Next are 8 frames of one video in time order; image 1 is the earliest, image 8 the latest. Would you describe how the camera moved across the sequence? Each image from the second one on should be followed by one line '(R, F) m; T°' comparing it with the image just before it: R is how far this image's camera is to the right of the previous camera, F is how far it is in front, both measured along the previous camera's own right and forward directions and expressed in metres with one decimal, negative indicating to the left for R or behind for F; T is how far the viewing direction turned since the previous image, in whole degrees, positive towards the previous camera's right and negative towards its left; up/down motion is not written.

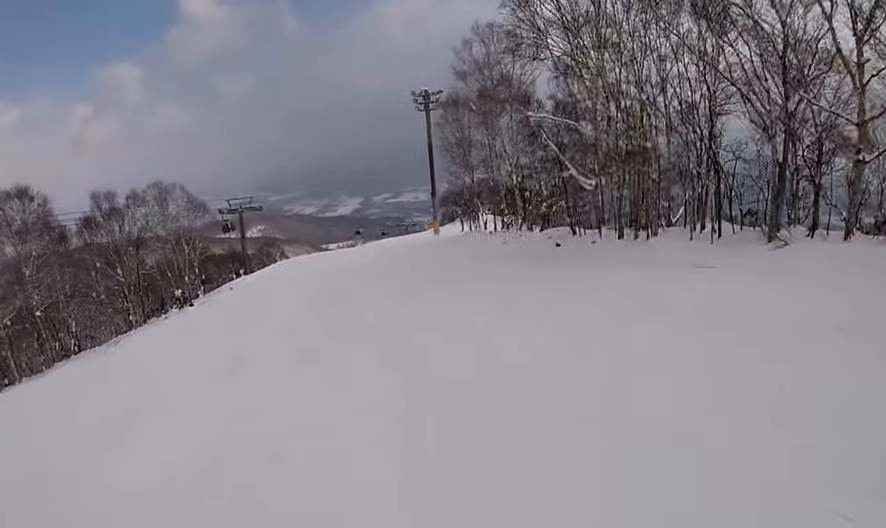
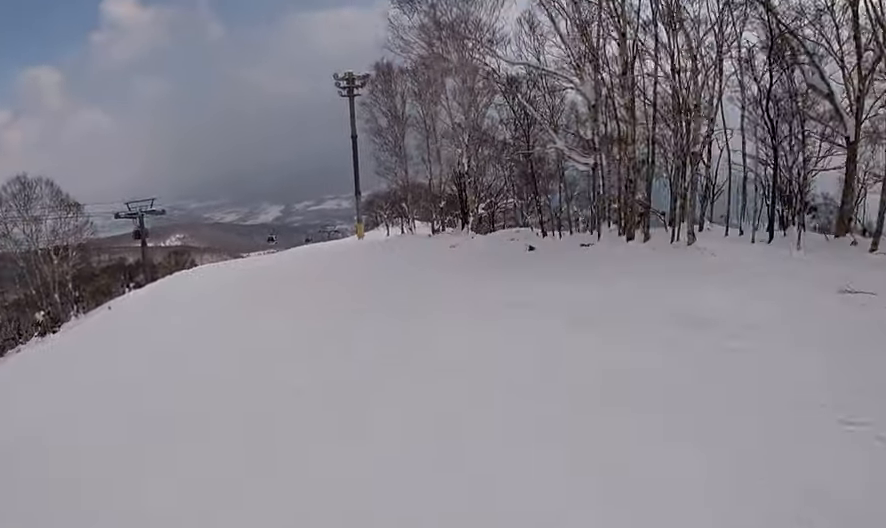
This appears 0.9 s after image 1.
(+0.3, +8.0) m; -4°
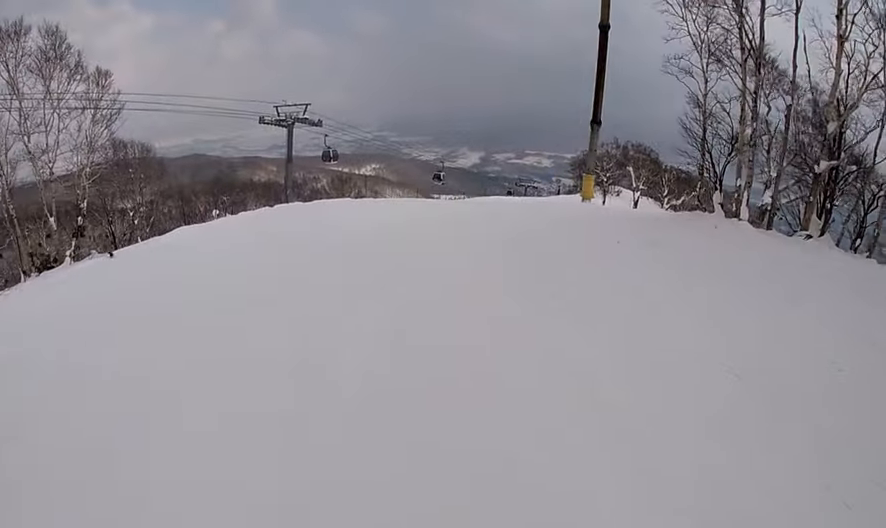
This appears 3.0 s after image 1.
(-5.4, +17.9) m; -23°
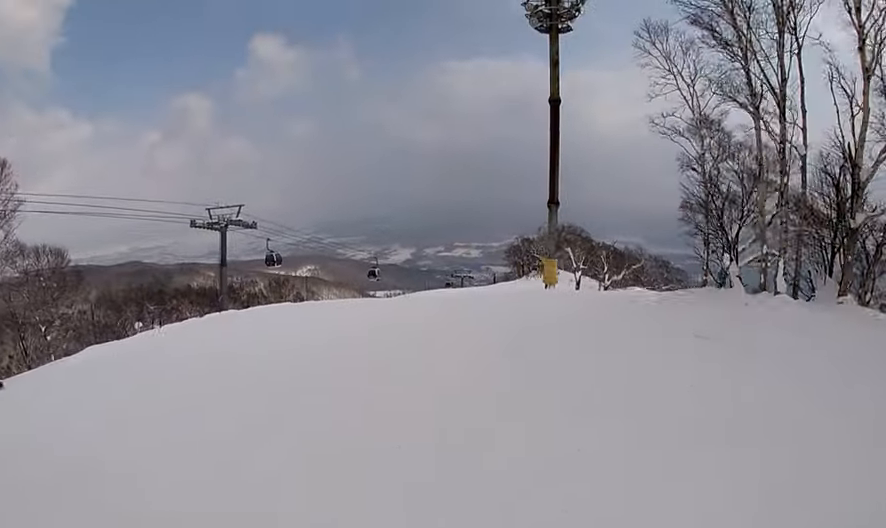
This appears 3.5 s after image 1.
(+0.1, +3.8) m; +5°
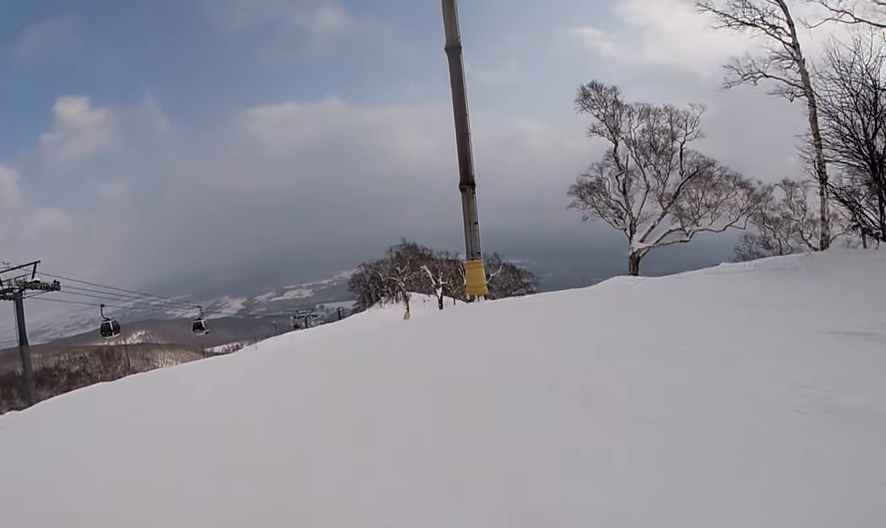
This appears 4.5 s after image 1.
(+1.8, +8.6) m; +21°
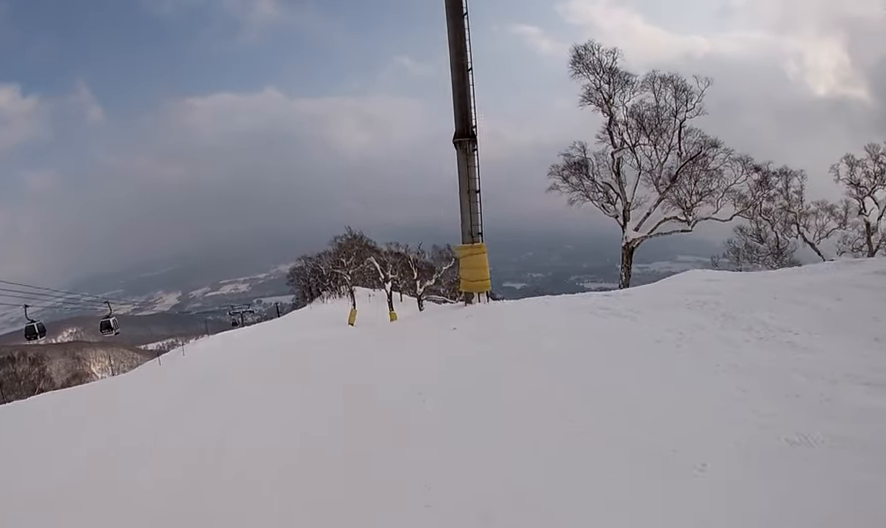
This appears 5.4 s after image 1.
(+0.9, +6.4) m; +7°
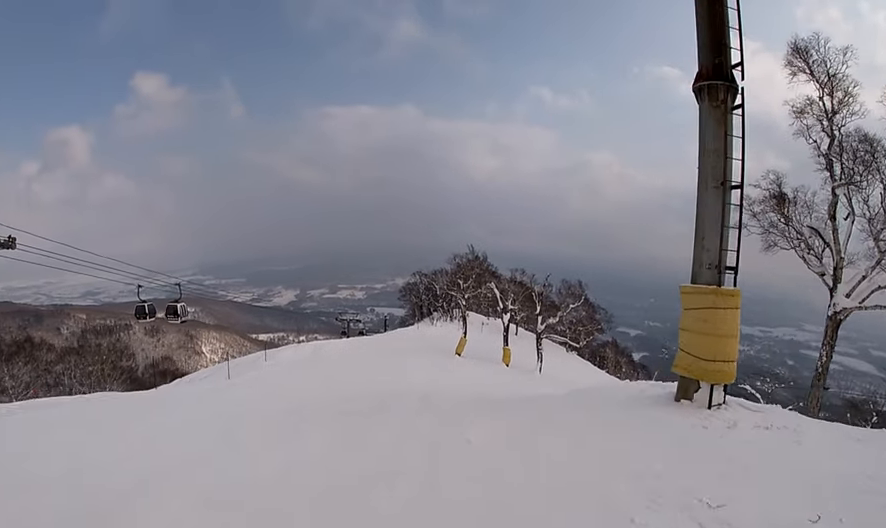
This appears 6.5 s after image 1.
(-0.4, +7.5) m; -12°
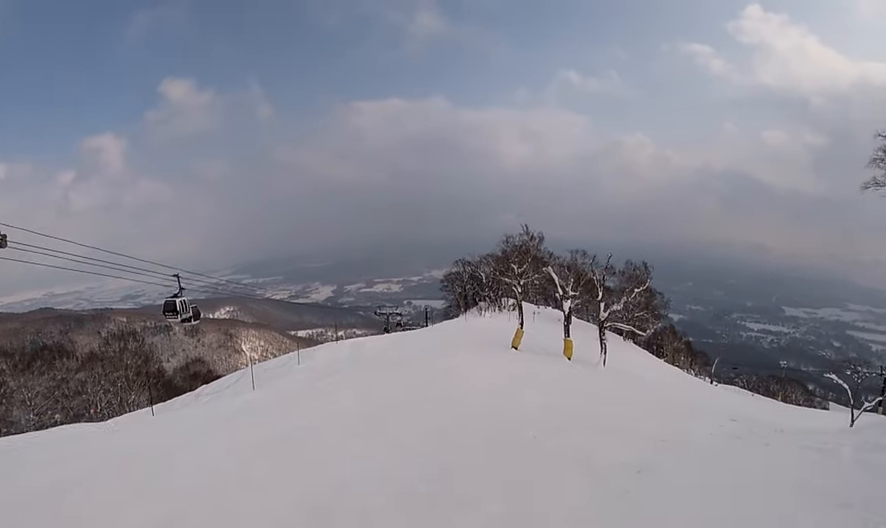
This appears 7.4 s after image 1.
(-0.9, +5.3) m; -7°
